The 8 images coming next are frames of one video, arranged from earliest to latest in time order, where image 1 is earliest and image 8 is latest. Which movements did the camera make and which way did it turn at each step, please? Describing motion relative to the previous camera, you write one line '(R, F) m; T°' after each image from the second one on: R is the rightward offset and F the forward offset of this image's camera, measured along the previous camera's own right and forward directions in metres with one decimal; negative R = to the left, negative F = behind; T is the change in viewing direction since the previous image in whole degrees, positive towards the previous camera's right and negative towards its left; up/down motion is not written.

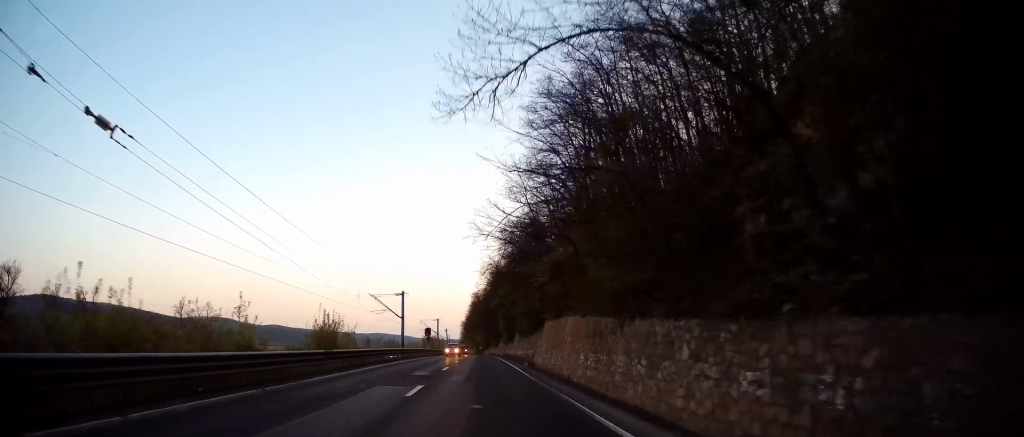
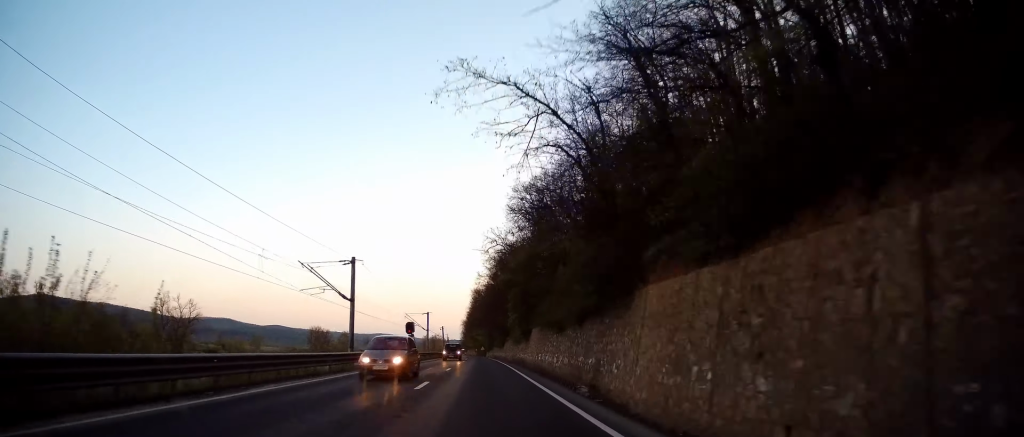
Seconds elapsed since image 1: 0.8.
(-0.3, +22.2) m; 0°
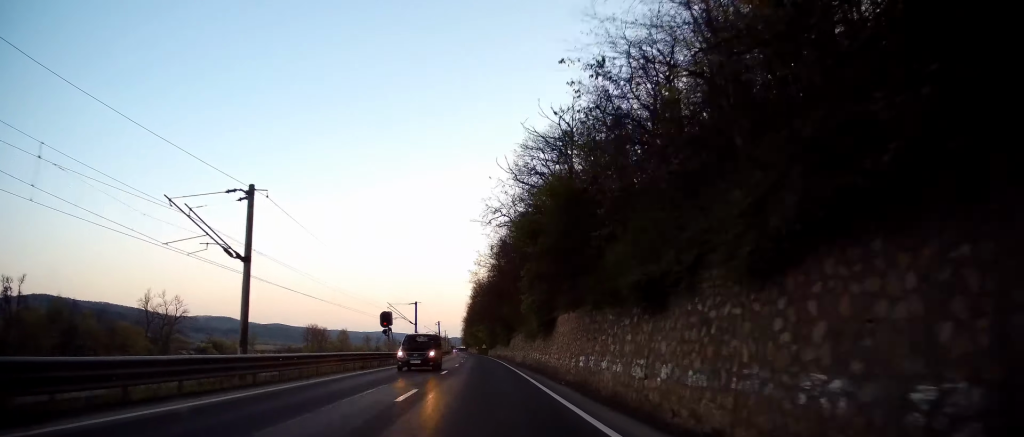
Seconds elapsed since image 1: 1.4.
(-0.1, +15.7) m; 0°
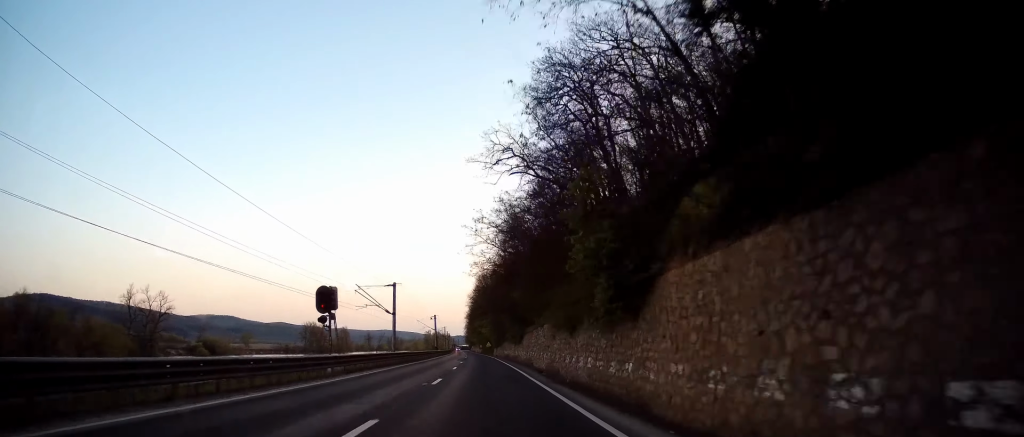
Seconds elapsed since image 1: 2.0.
(+0.3, +18.5) m; 0°
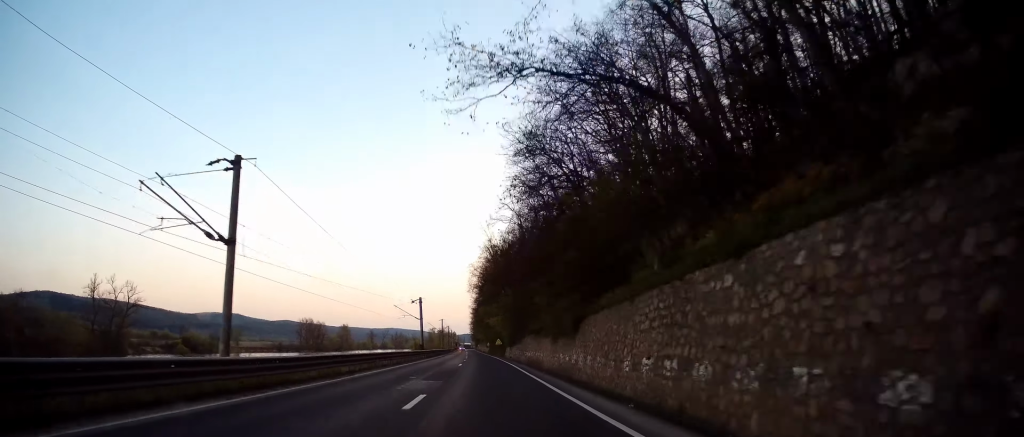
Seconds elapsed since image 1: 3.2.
(-0.4, +32.3) m; -1°
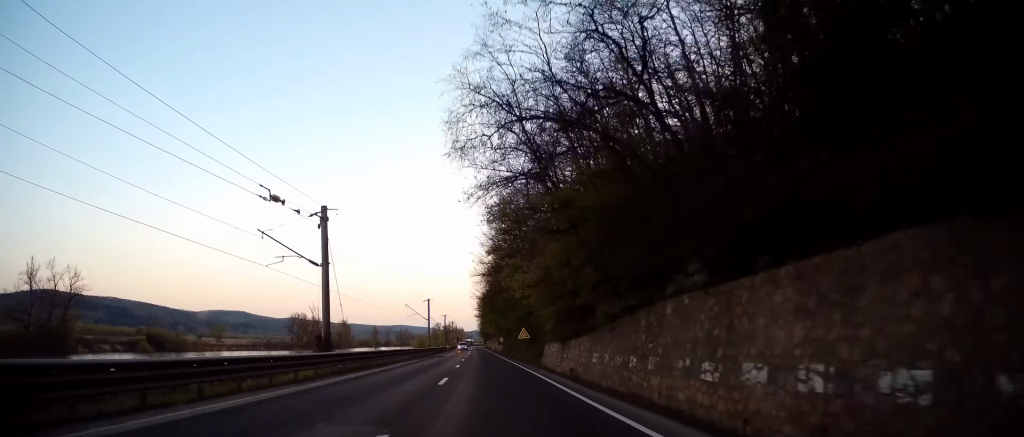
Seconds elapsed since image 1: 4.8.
(-0.3, +43.4) m; -1°
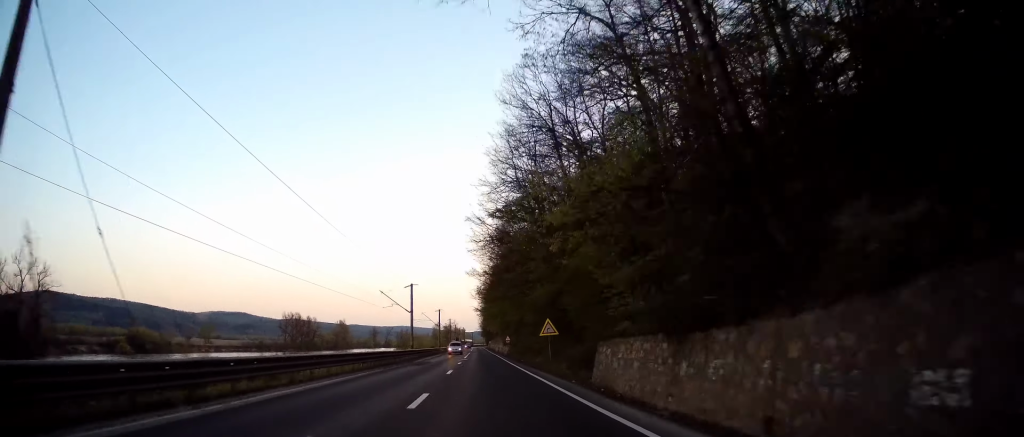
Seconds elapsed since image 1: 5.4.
(-0.1, +18.5) m; 0°
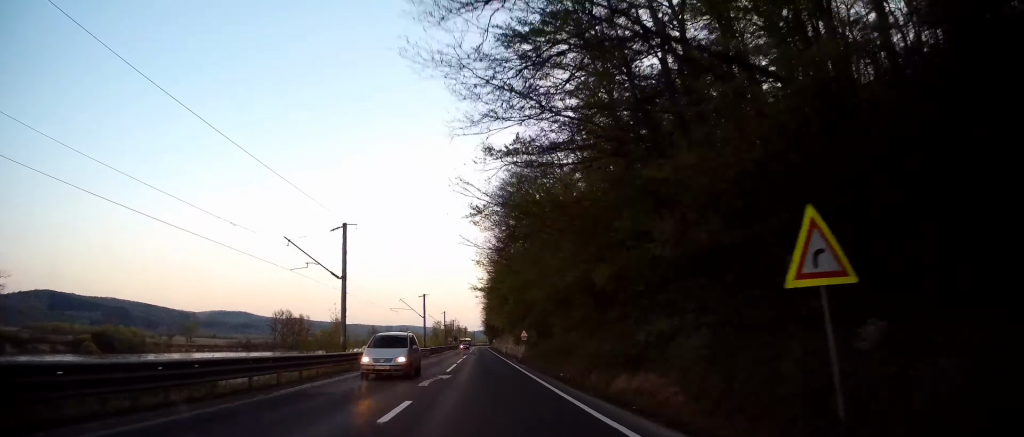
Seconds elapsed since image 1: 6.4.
(-0.2, +26.8) m; 0°
